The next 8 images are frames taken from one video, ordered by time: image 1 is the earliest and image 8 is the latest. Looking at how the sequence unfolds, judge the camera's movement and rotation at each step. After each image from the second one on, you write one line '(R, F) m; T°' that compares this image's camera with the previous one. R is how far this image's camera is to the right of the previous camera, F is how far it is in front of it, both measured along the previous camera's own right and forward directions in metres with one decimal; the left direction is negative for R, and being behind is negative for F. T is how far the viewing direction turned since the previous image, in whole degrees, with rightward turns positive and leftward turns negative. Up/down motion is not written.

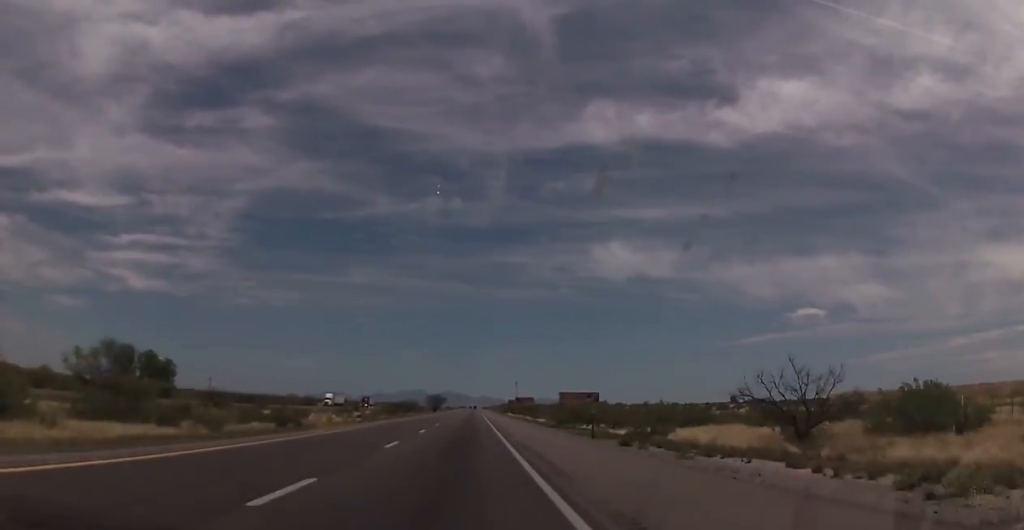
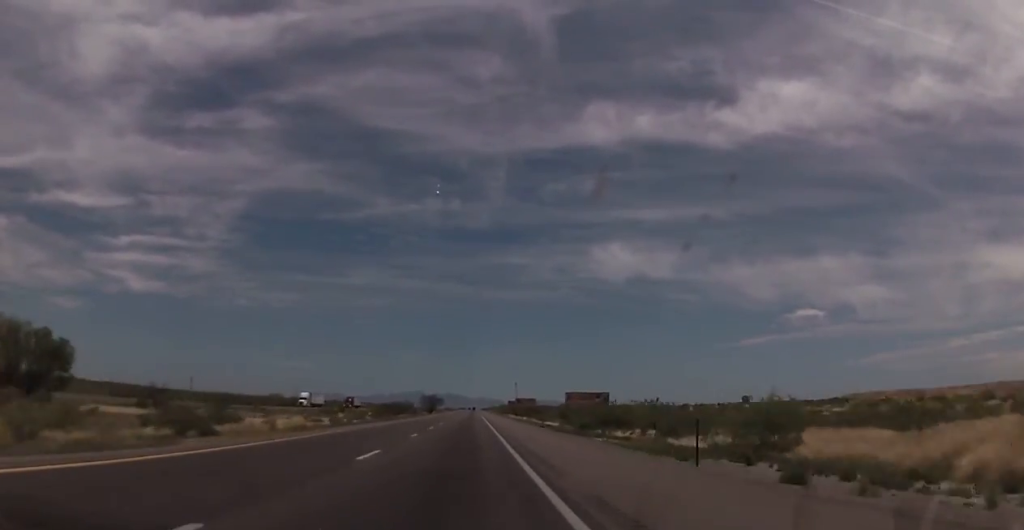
(-0.2, +16.9) m; 0°
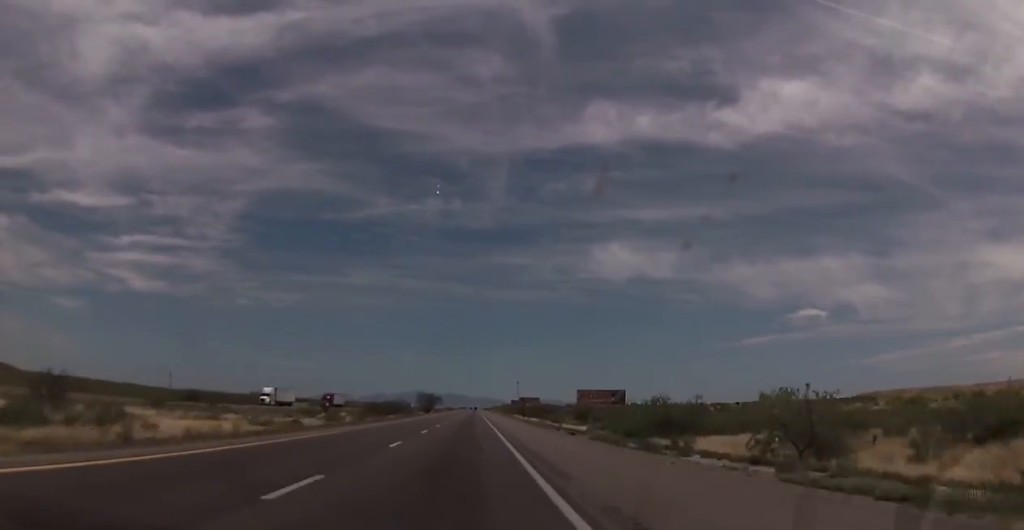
(+0.2, +19.2) m; 0°
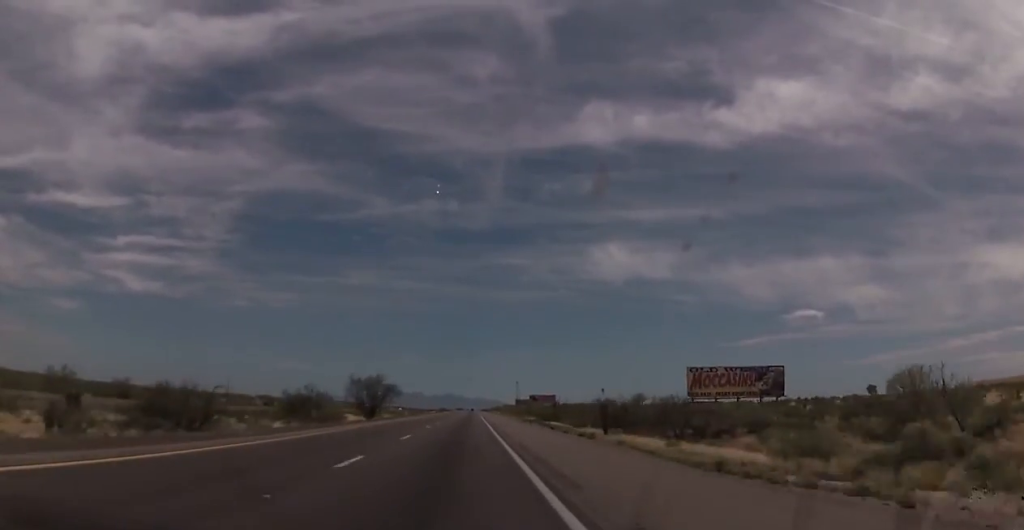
(-0.2, +93.0) m; 0°
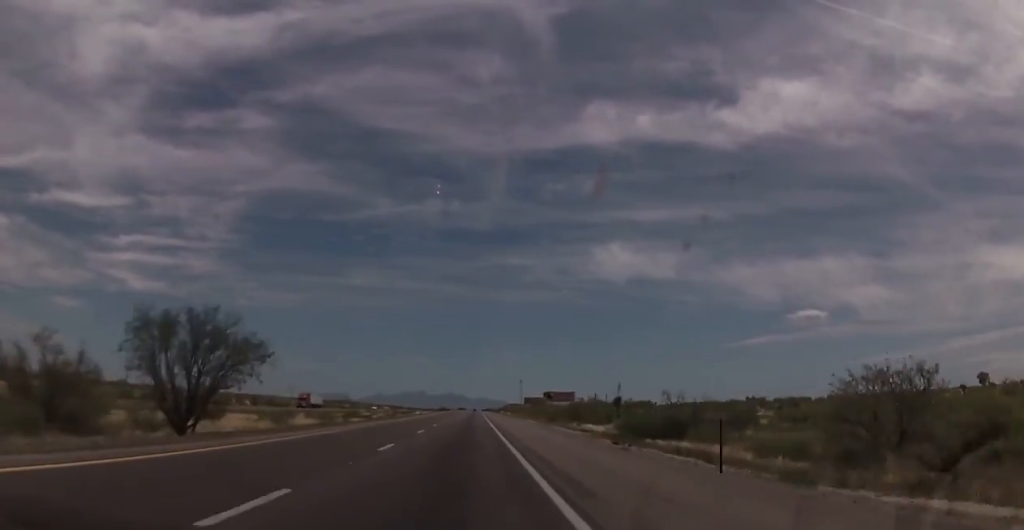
(+0.7, +55.9) m; 0°
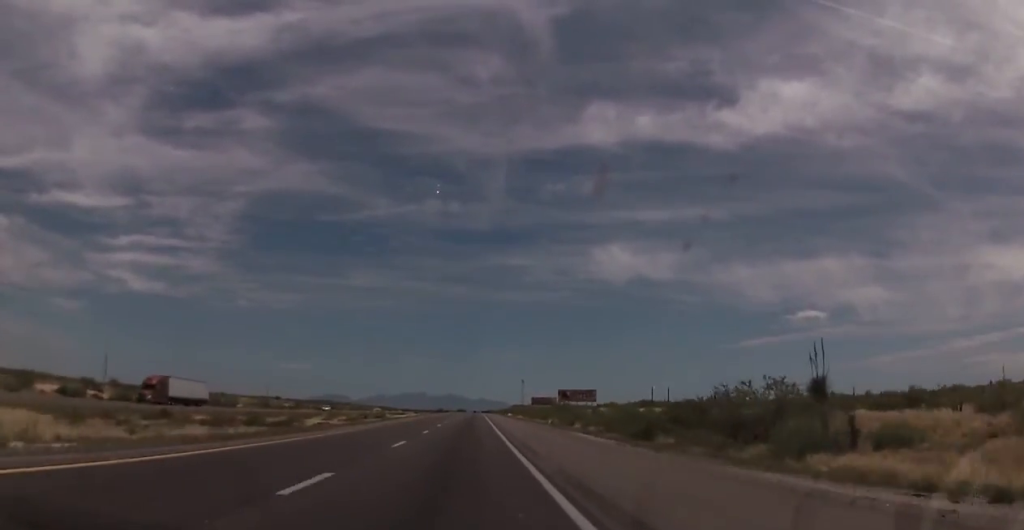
(-0.4, +46.3) m; -1°
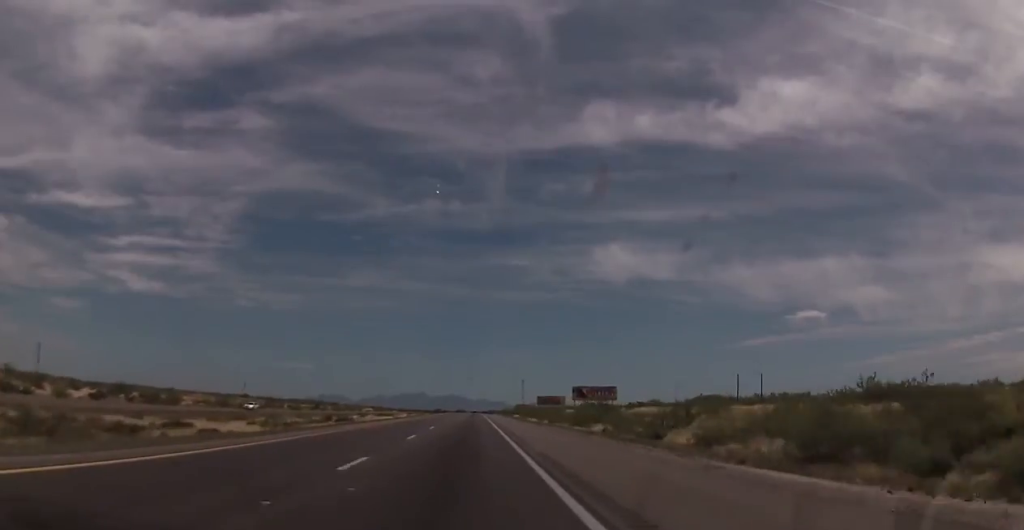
(-0.1, +32.9) m; 0°
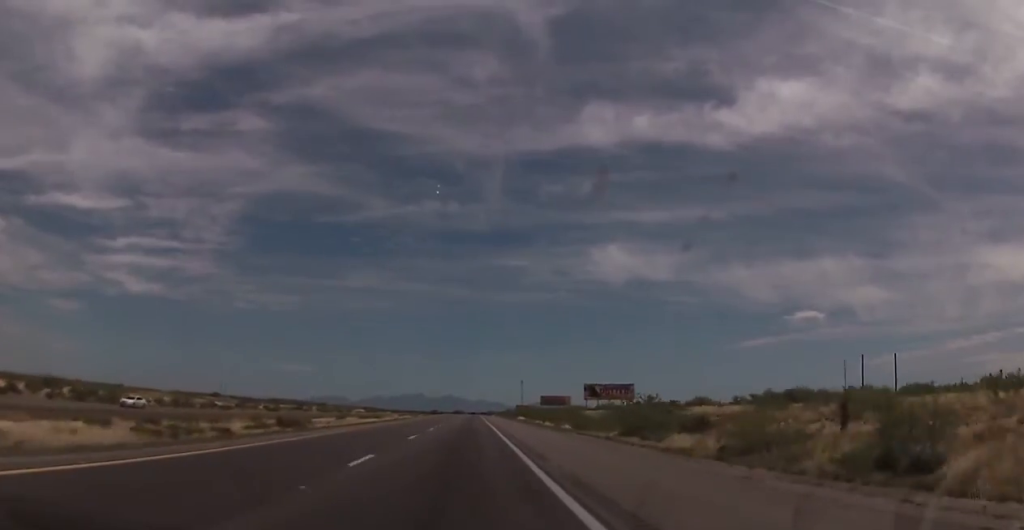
(+0.2, +23.2) m; +1°
